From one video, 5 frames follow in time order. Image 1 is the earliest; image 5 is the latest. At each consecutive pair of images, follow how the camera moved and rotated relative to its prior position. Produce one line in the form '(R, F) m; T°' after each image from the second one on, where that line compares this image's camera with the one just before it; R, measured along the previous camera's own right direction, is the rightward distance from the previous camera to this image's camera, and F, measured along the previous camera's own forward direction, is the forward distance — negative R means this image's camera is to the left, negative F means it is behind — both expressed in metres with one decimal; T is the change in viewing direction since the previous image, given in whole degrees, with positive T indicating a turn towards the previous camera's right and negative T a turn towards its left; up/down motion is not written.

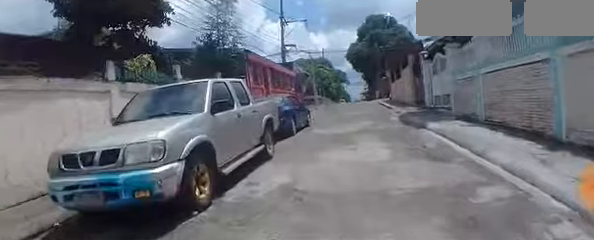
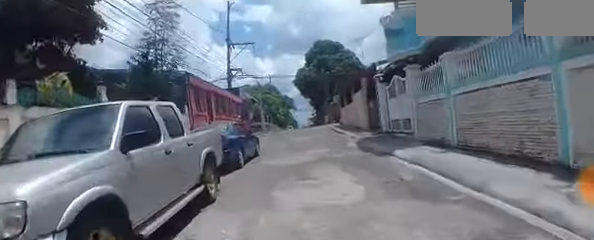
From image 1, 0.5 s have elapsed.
(+0.1, +1.1) m; +5°
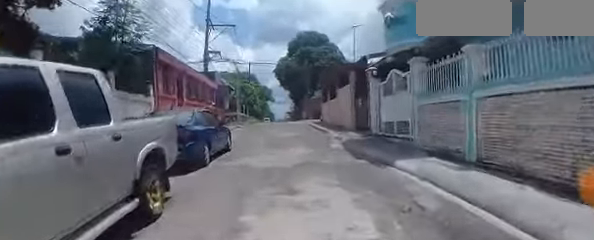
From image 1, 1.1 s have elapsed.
(0.0, +1.5) m; +1°
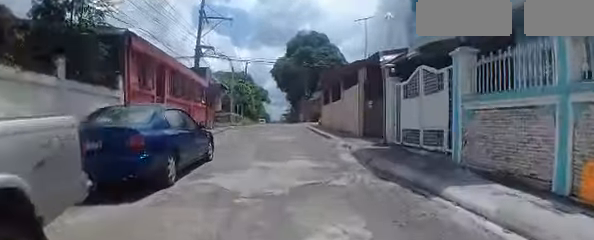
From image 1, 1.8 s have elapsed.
(0.0, +2.1) m; +3°
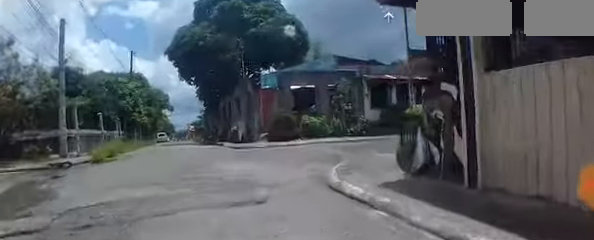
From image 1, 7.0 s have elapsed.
(+4.5, +19.6) m; +23°
